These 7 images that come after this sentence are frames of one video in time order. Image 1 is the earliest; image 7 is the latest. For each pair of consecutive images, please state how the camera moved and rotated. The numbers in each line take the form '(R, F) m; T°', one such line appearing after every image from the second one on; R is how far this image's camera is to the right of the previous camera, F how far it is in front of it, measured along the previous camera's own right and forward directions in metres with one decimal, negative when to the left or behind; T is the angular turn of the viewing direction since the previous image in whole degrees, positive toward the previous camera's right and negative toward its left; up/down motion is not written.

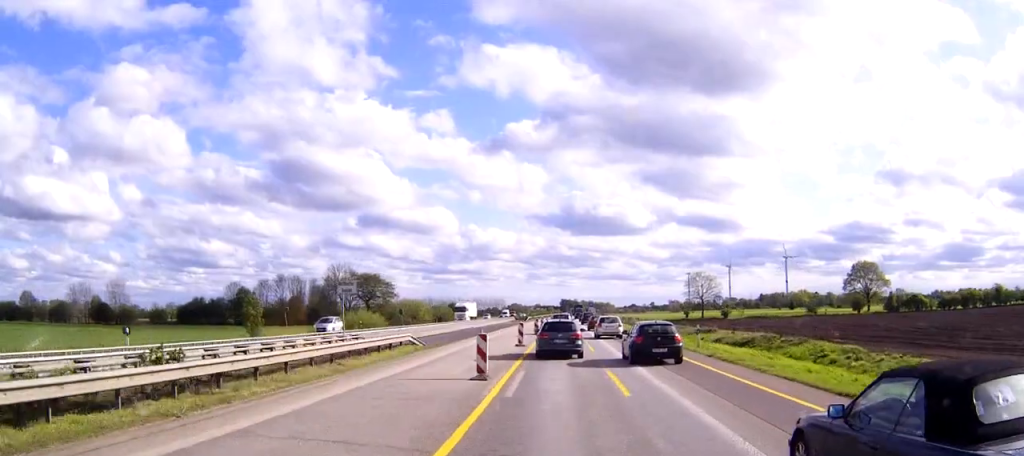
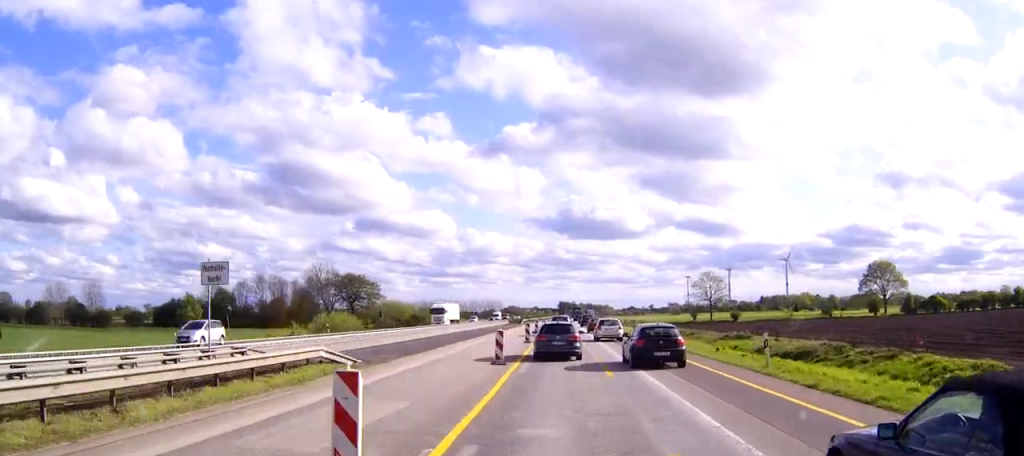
(0.0, +12.0) m; 0°
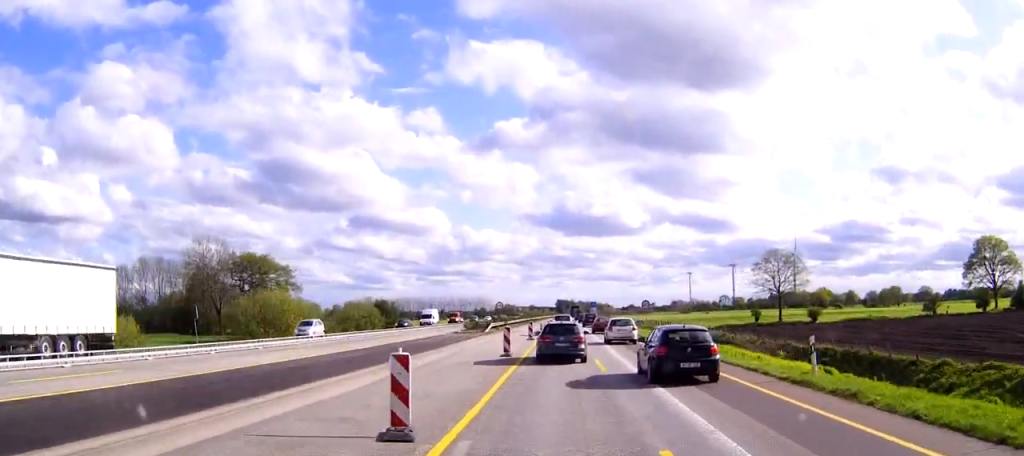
(0.0, +54.0) m; 0°
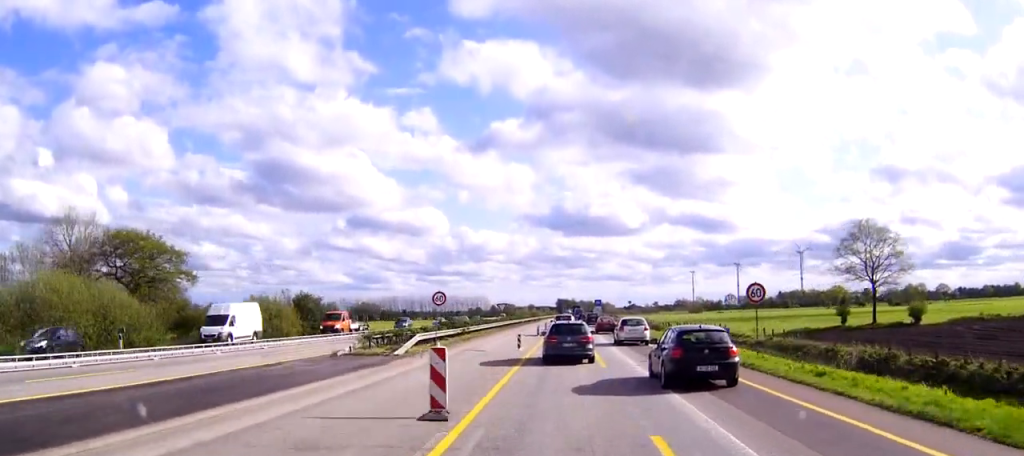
(0.0, +35.4) m; 0°
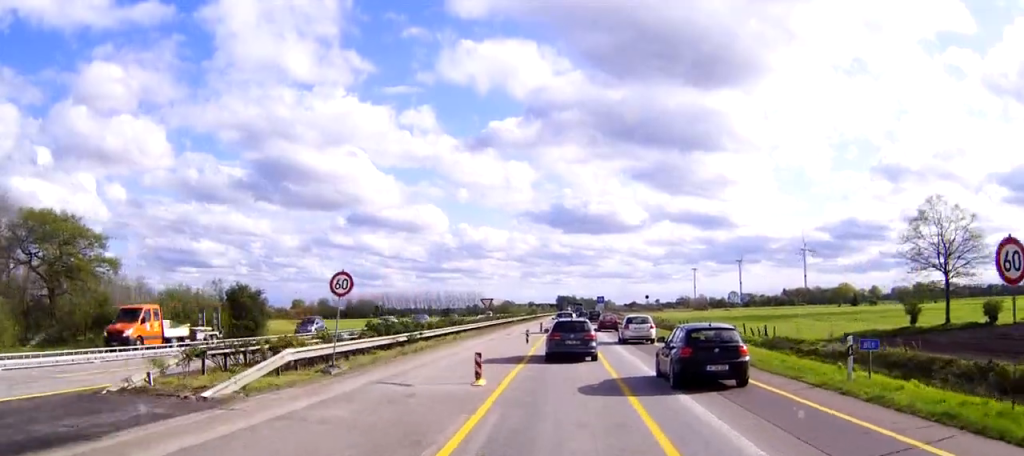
(0.0, +16.6) m; 0°
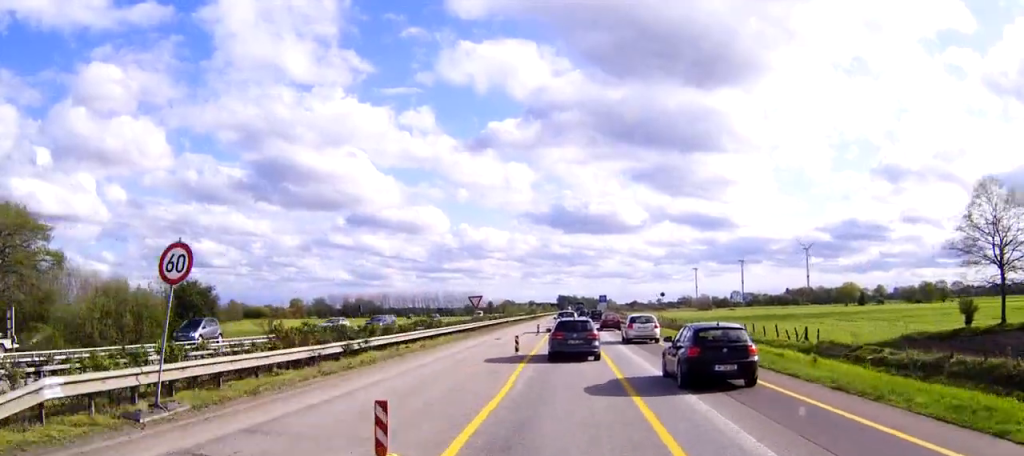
(0.0, +9.5) m; 0°
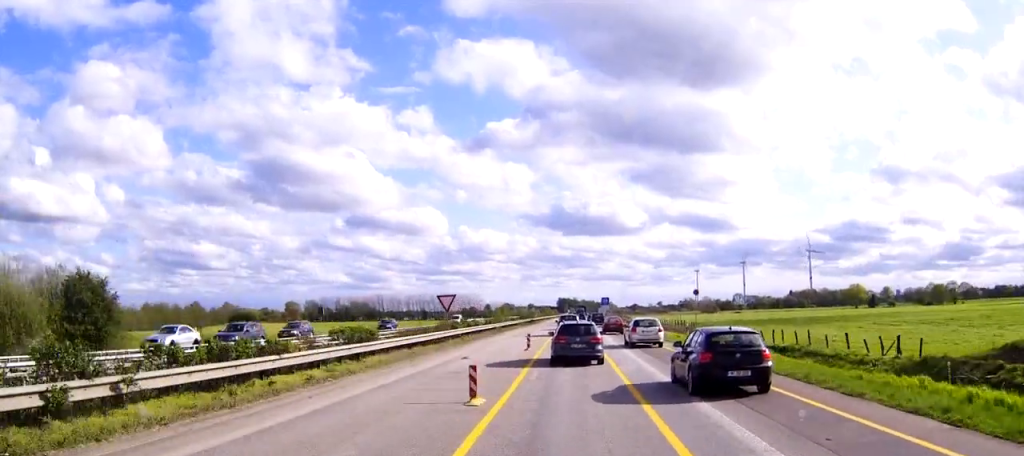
(0.0, +13.9) m; 0°
